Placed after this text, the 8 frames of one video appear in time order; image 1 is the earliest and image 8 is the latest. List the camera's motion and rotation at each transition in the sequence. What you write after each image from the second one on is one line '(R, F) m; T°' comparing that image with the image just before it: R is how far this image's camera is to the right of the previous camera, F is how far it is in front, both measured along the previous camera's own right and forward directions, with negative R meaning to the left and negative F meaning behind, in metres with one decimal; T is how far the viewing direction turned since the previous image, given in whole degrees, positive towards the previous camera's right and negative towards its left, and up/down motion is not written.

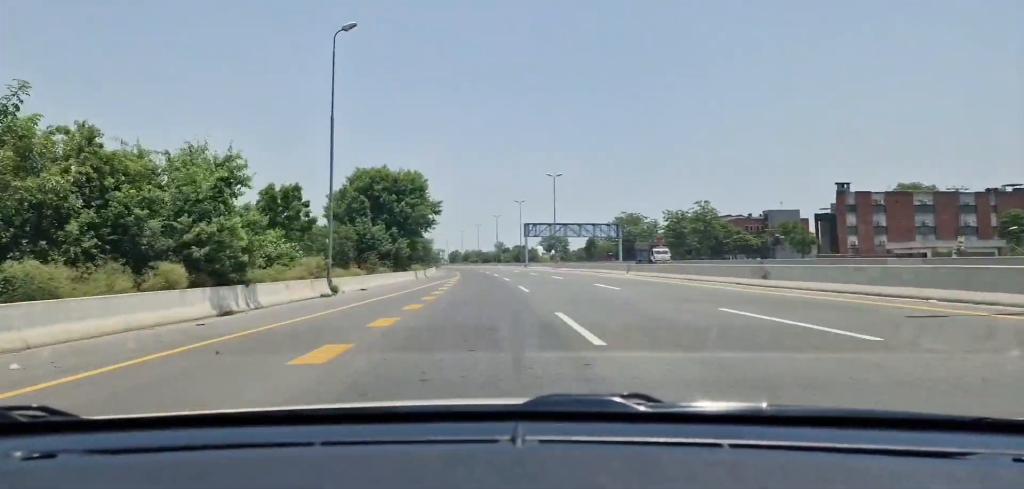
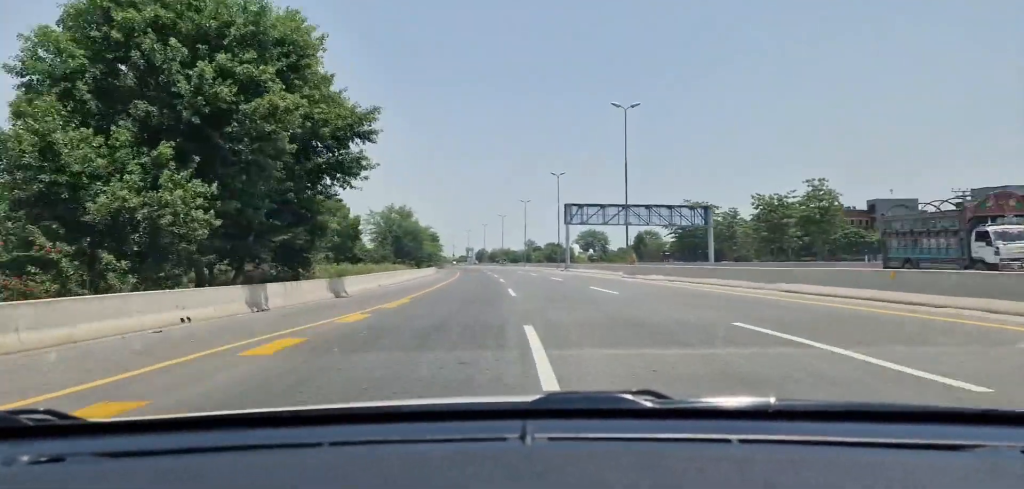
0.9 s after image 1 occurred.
(-1.2, +39.1) m; -3°
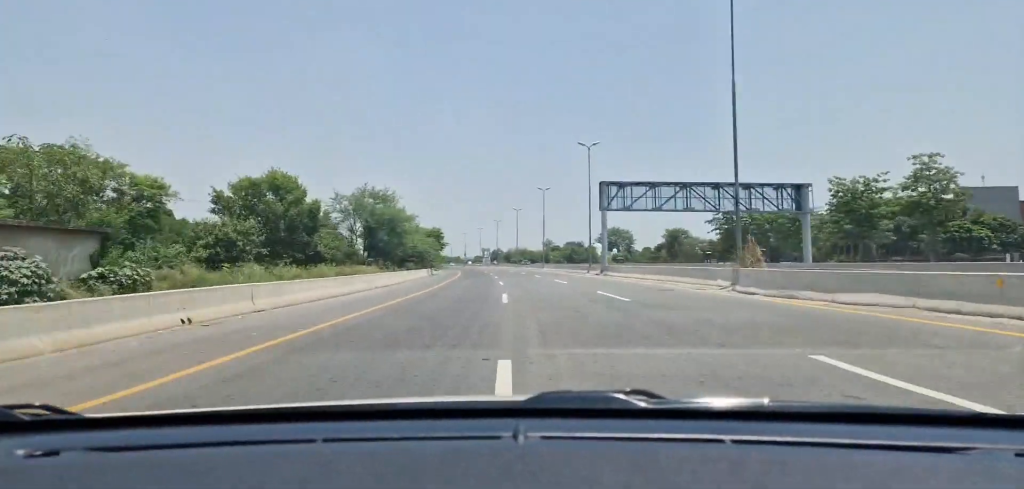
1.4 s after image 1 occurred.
(-0.5, +23.1) m; -1°
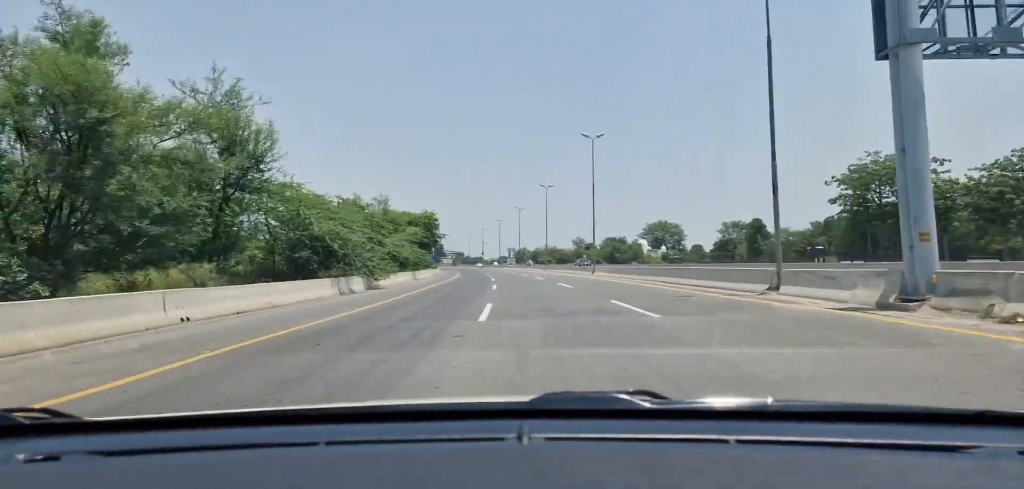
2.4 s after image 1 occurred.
(-0.7, +40.4) m; -2°
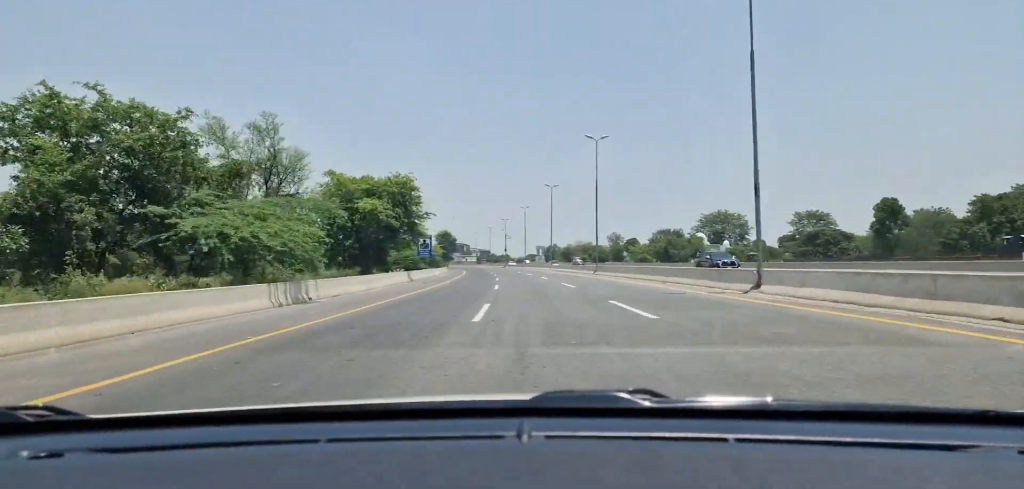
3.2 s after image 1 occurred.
(-0.8, +35.8) m; -2°
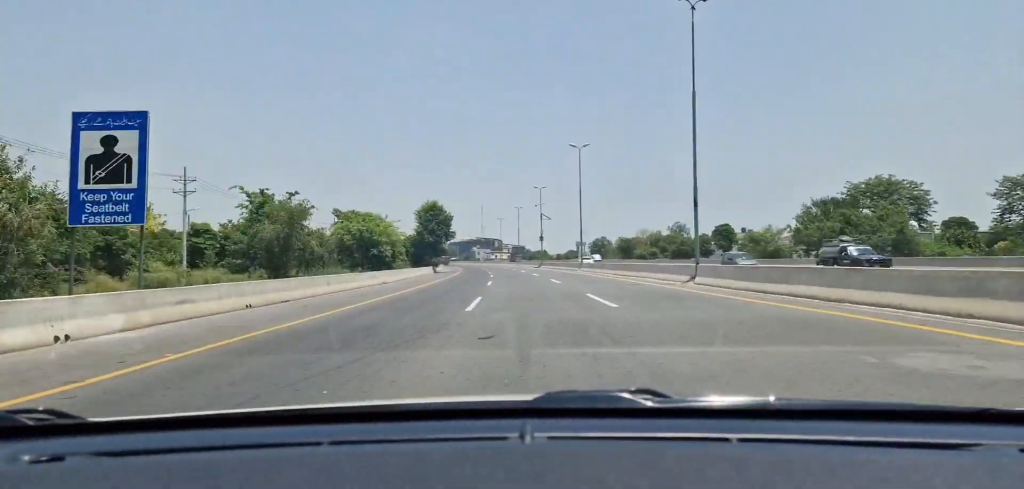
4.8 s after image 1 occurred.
(-2.4, +70.1) m; -3°
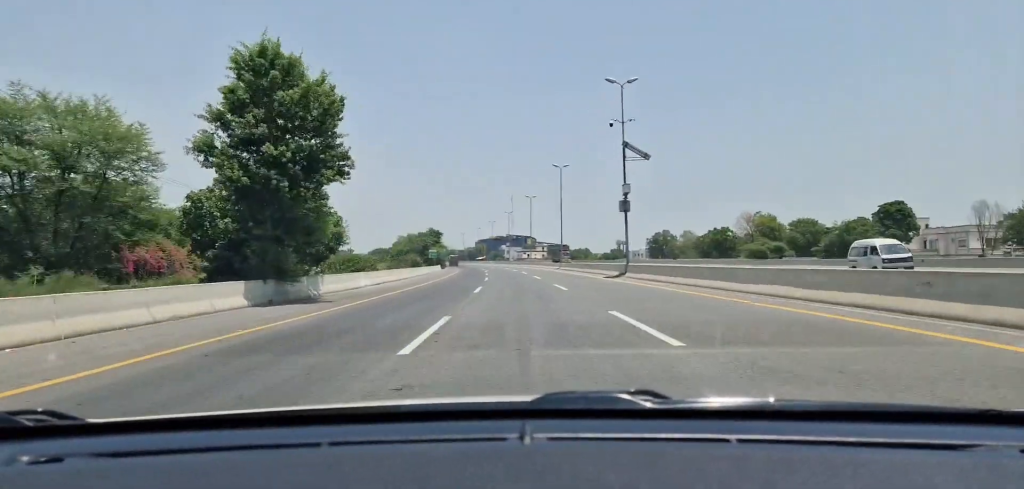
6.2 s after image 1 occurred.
(-1.2, +60.7) m; -2°
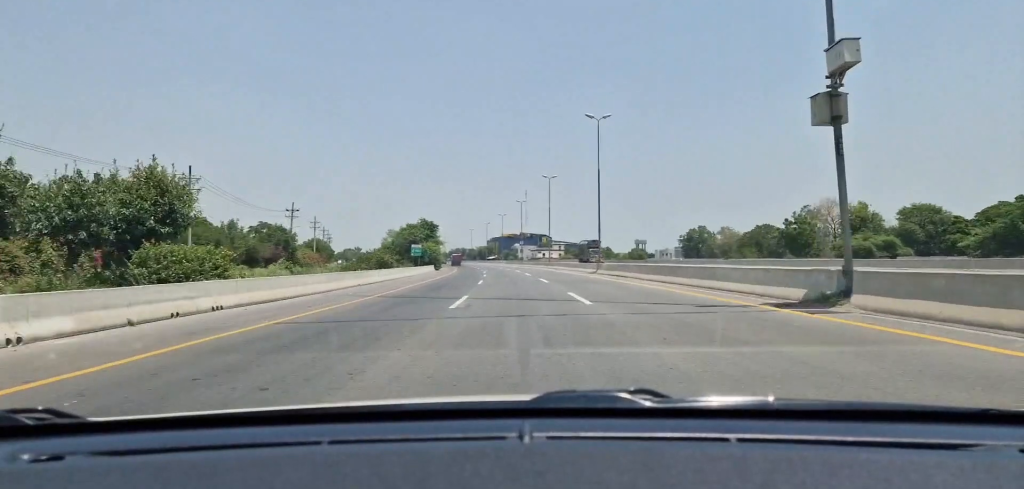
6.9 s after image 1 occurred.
(-0.1, +27.1) m; -1°
